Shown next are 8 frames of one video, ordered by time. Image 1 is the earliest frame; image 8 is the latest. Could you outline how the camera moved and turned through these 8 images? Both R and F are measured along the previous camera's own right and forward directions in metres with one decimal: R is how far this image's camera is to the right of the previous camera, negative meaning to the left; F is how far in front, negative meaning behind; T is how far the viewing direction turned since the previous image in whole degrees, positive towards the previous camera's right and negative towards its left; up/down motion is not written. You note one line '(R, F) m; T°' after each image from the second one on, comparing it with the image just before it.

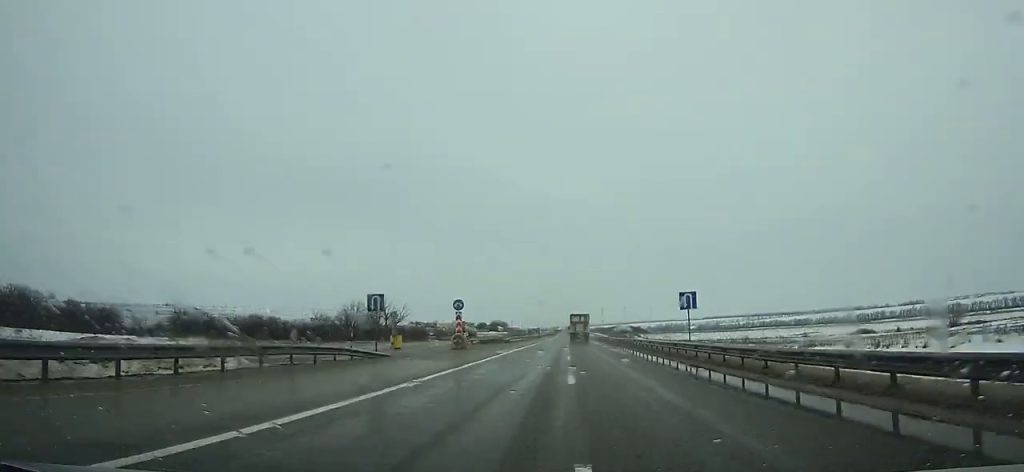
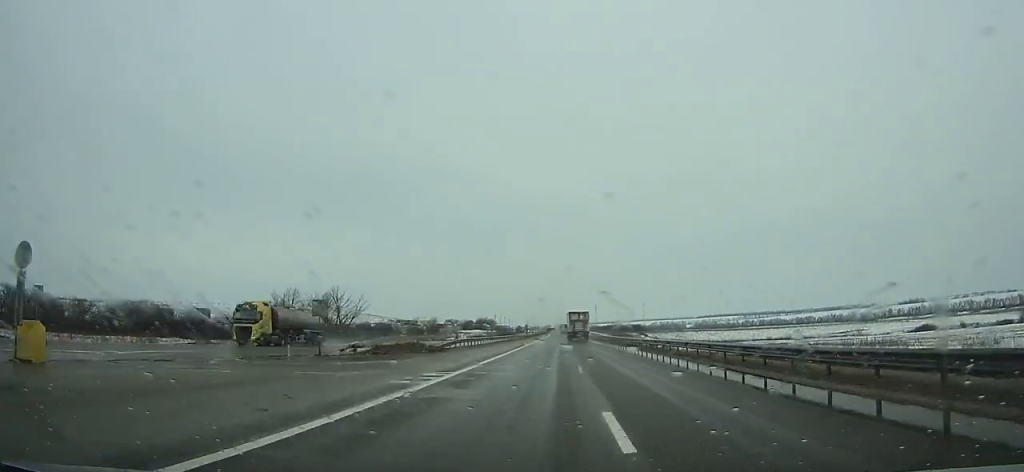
(+0.1, +46.2) m; 0°
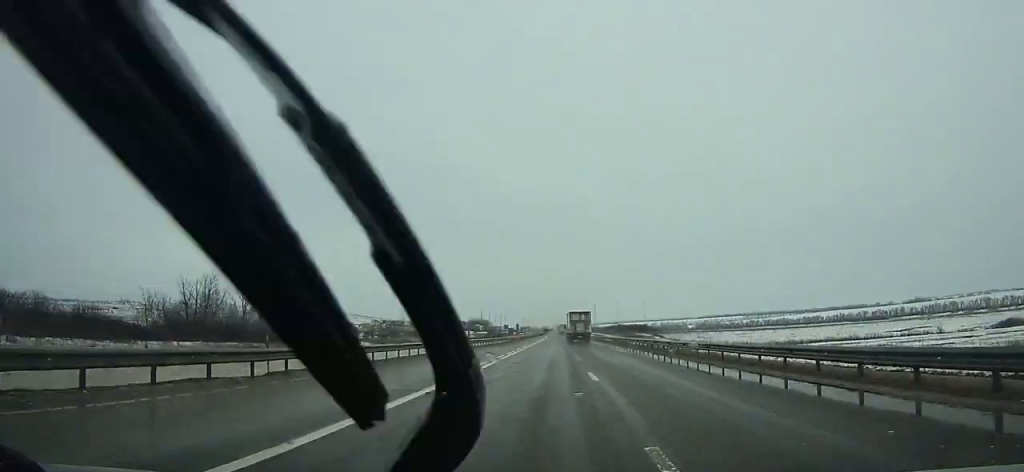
(0.0, +39.3) m; 0°
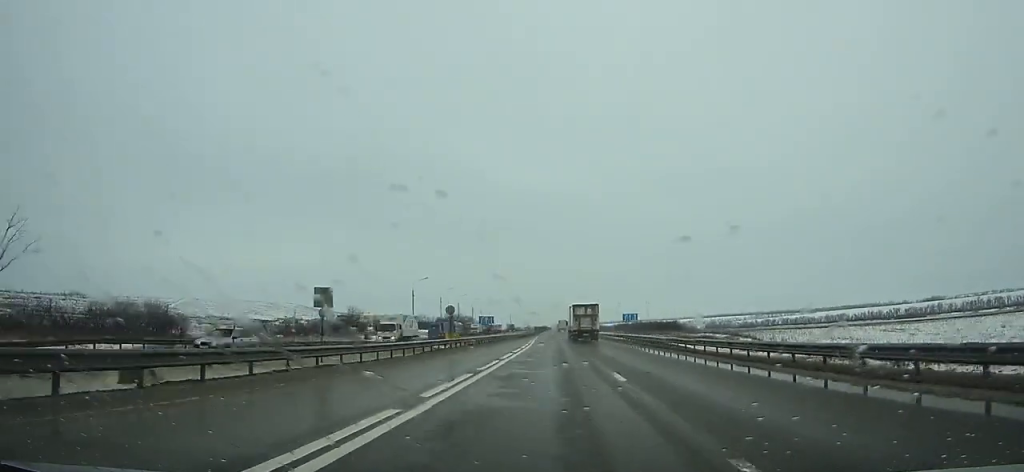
(+0.2, +97.7) m; 0°
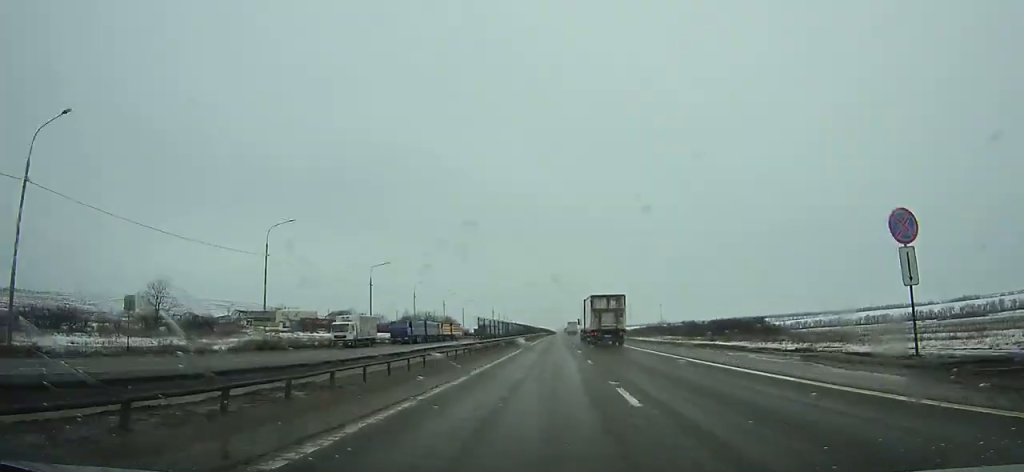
(-0.2, +113.2) m; 0°
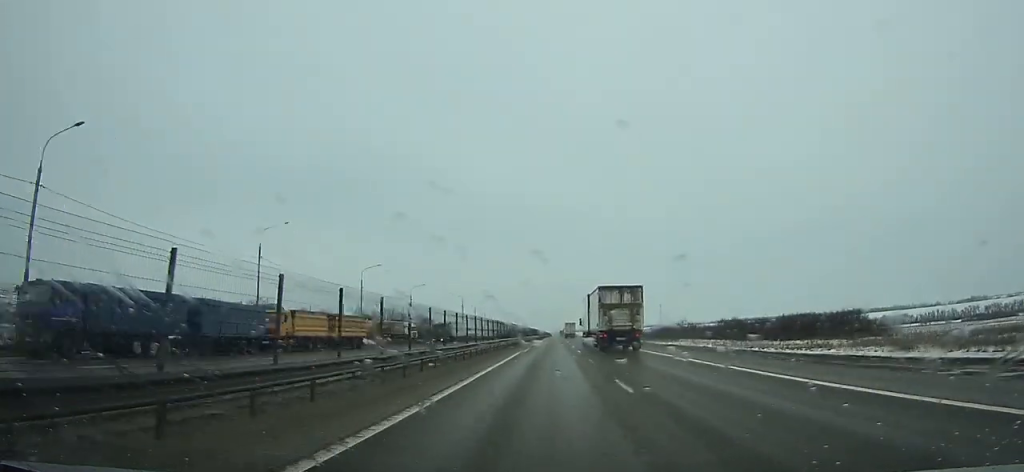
(+0.2, +57.8) m; 0°
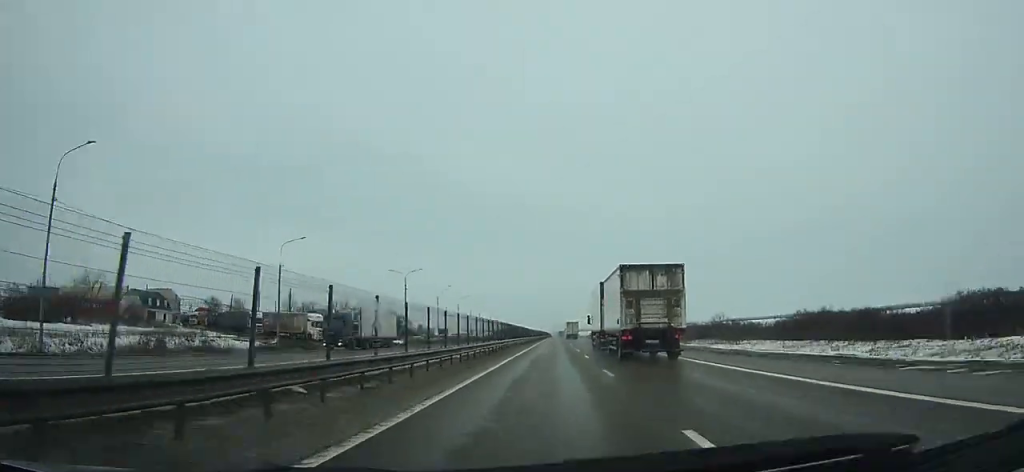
(+0.1, +55.5) m; 0°
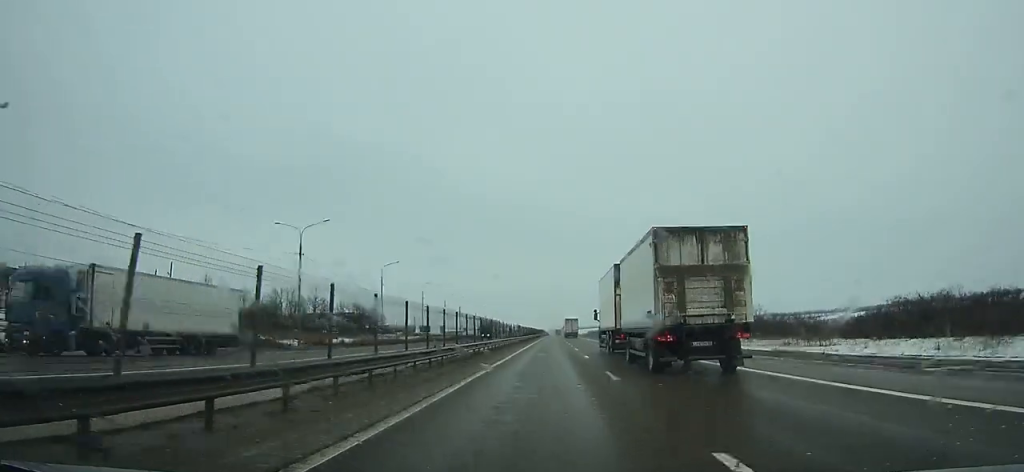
(0.0, +37.1) m; 0°
